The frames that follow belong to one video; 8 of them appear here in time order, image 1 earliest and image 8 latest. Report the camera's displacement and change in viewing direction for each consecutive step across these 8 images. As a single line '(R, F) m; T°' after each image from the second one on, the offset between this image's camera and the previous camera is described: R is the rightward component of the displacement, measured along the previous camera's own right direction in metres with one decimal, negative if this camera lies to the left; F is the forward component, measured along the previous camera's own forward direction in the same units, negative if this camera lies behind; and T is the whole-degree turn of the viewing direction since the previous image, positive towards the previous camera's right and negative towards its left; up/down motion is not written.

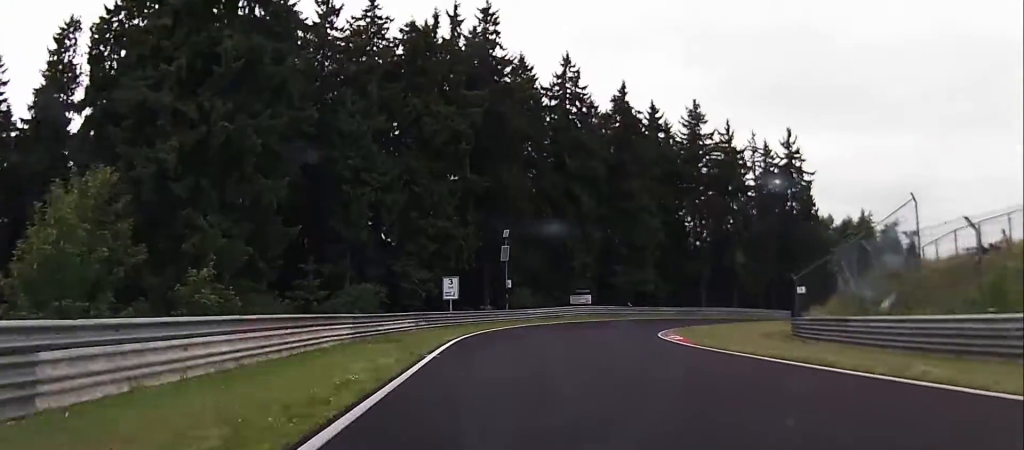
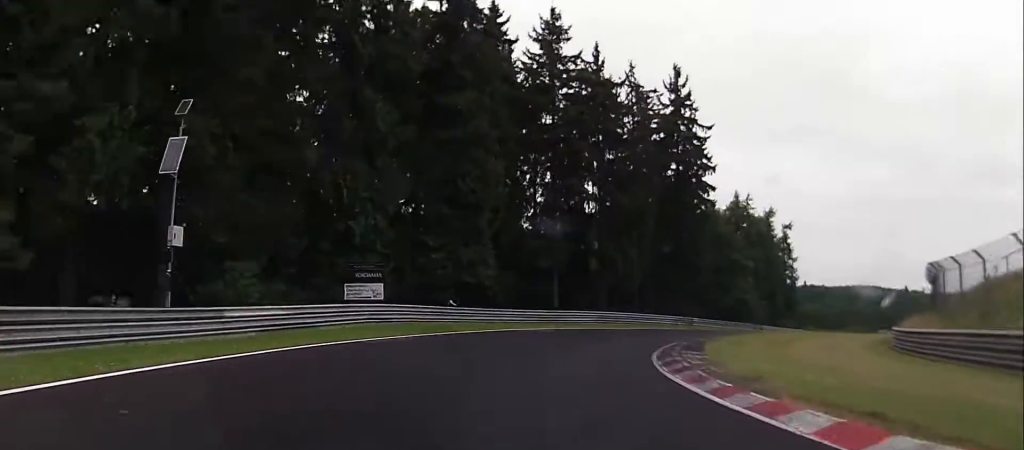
(+3.8, +31.2) m; +24°
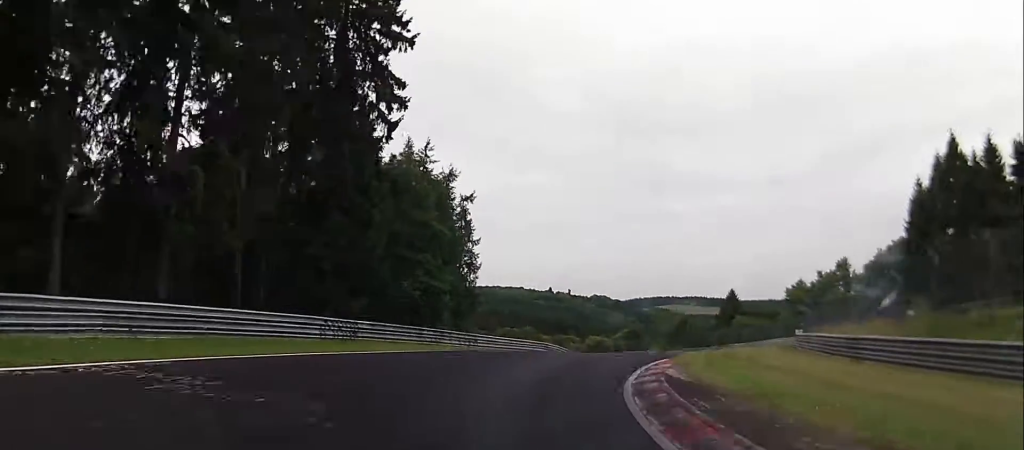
(+10.1, +33.0) m; +25°
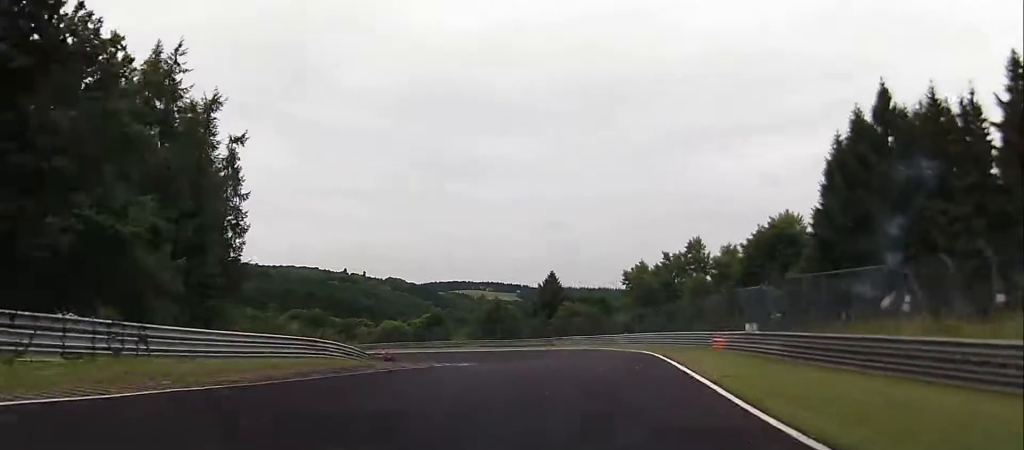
(+1.9, +22.8) m; +6°
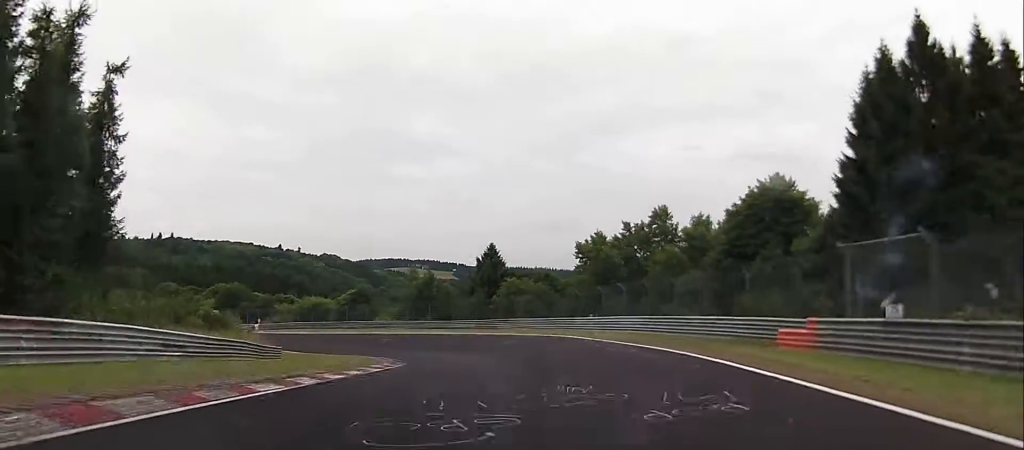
(+0.9, +15.1) m; 0°
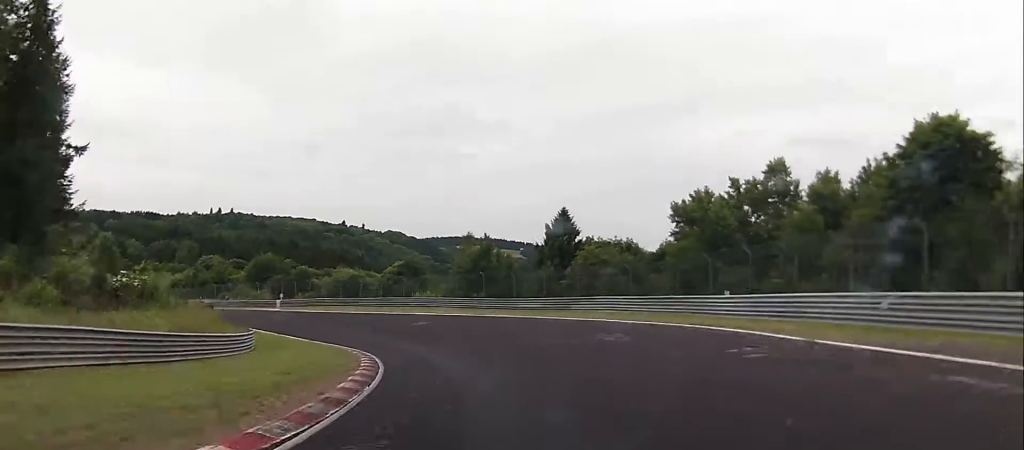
(-0.6, +20.2) m; -6°
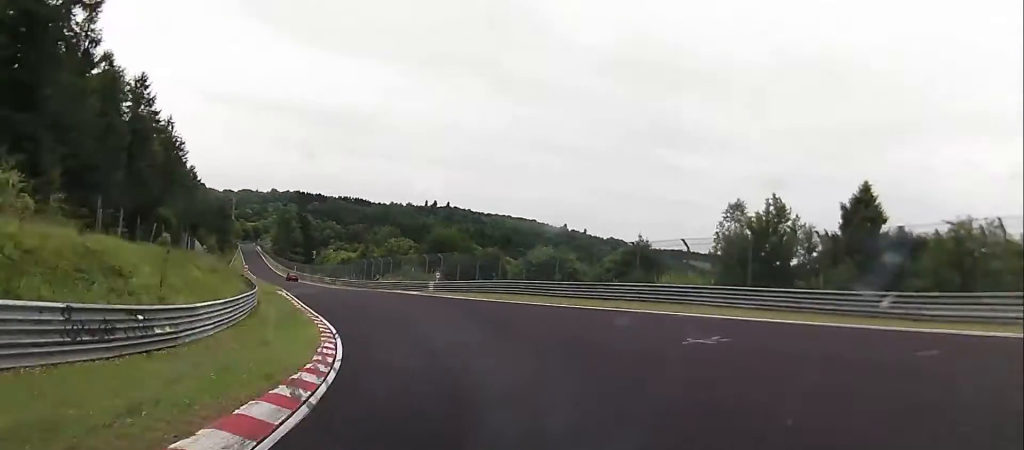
(-4.0, +33.0) m; -15°
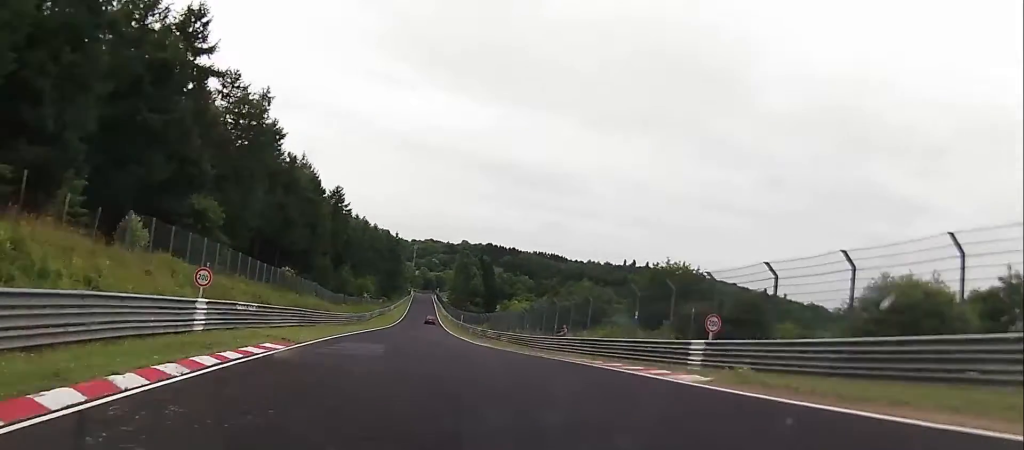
(-4.6, +35.7) m; -14°
